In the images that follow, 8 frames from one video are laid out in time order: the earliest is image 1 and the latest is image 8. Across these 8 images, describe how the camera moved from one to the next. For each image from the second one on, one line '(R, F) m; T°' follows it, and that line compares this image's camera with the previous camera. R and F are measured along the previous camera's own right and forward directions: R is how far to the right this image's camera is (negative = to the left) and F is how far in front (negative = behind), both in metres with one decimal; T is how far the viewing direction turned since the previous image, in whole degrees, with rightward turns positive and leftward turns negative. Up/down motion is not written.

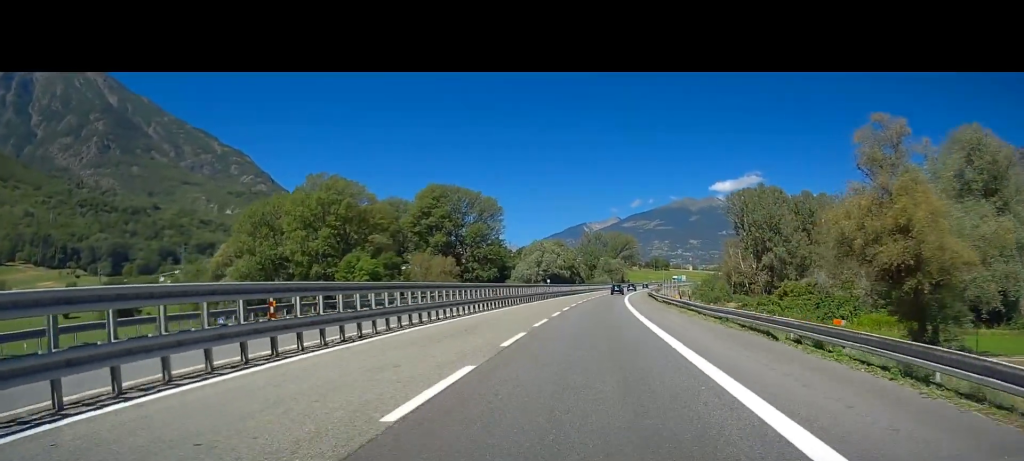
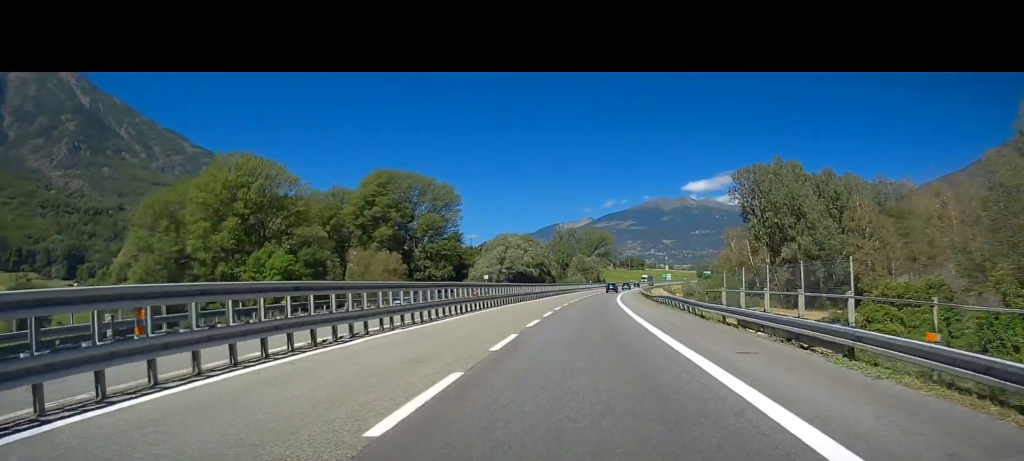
(+0.4, +30.2) m; +1°
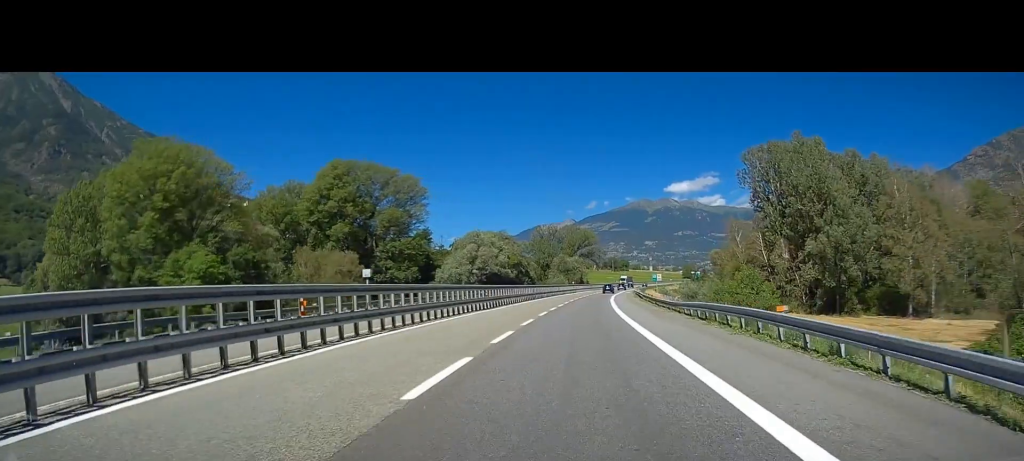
(0.0, +20.0) m; +1°
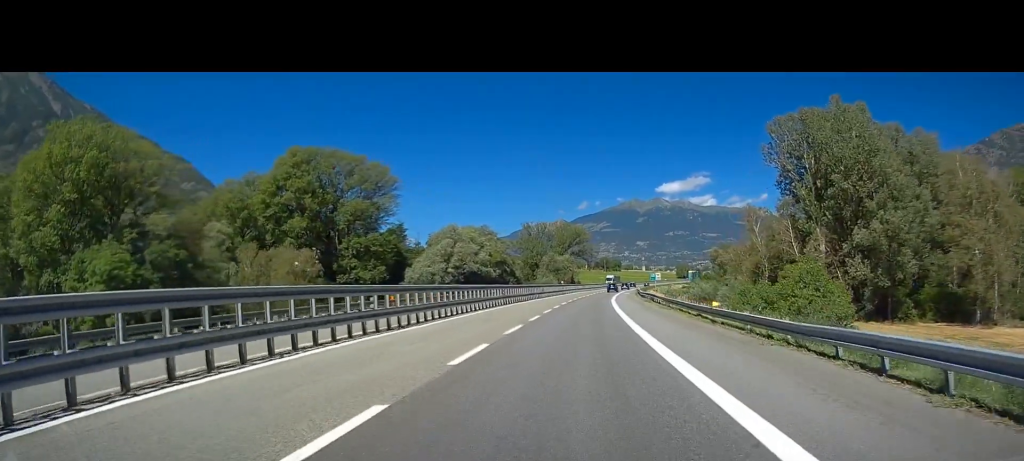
(+0.1, +19.1) m; +1°
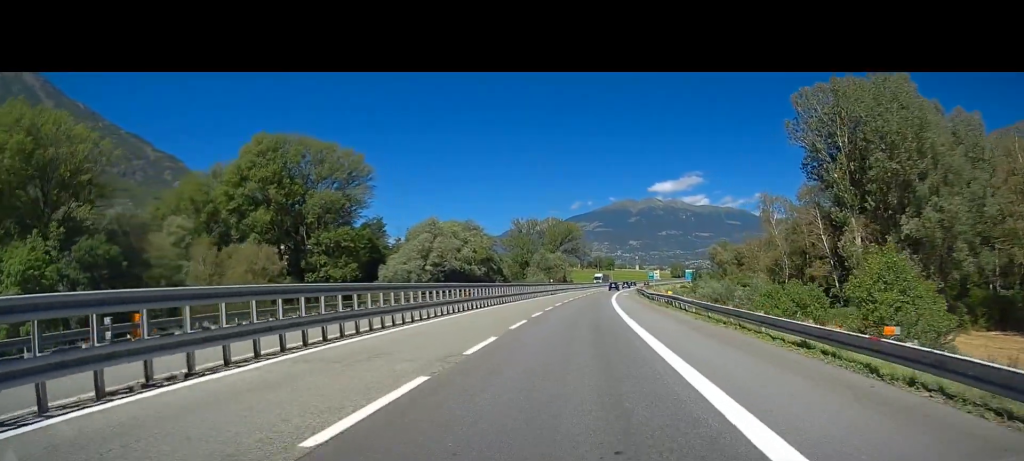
(+0.1, +13.0) m; +1°
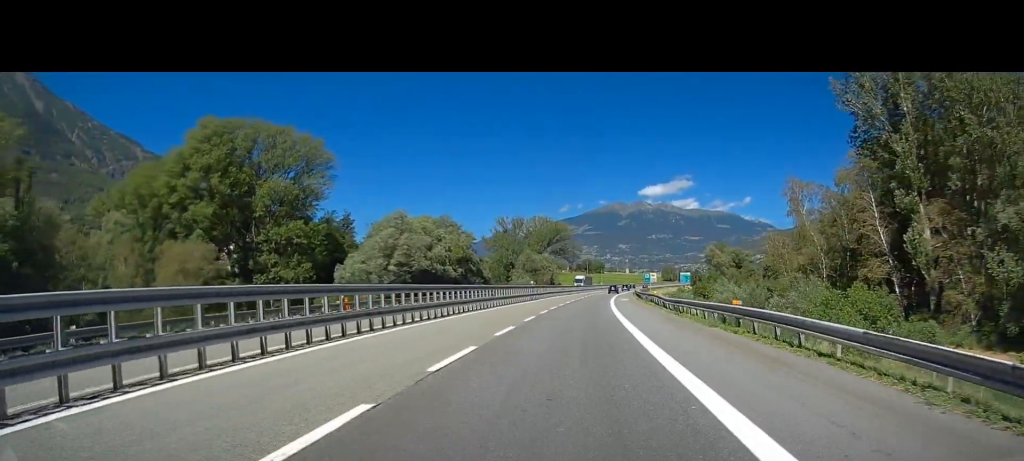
(+0.2, +17.0) m; +1°
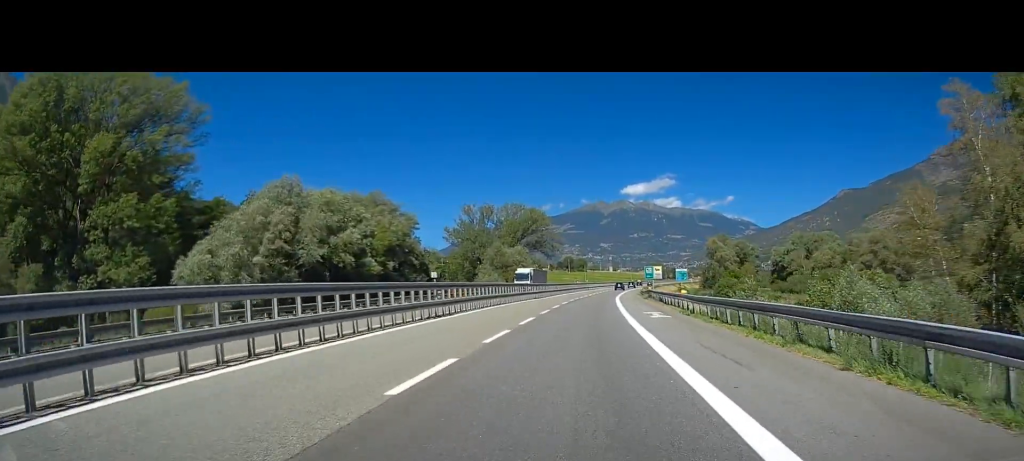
(+0.2, +39.9) m; +1°
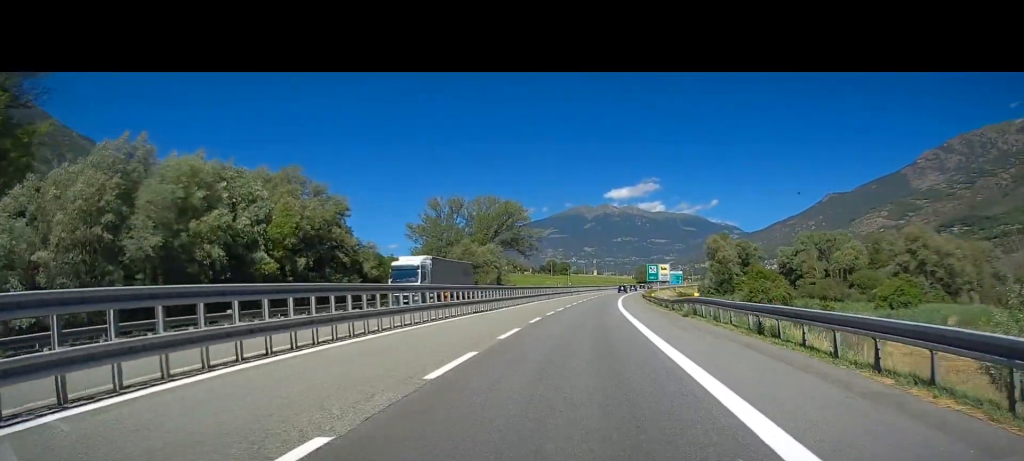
(+0.6, +28.6) m; +2°
